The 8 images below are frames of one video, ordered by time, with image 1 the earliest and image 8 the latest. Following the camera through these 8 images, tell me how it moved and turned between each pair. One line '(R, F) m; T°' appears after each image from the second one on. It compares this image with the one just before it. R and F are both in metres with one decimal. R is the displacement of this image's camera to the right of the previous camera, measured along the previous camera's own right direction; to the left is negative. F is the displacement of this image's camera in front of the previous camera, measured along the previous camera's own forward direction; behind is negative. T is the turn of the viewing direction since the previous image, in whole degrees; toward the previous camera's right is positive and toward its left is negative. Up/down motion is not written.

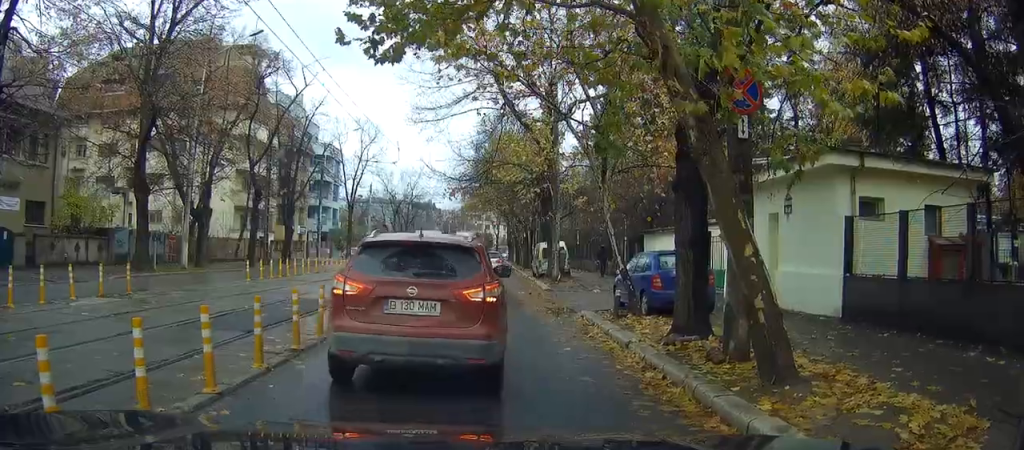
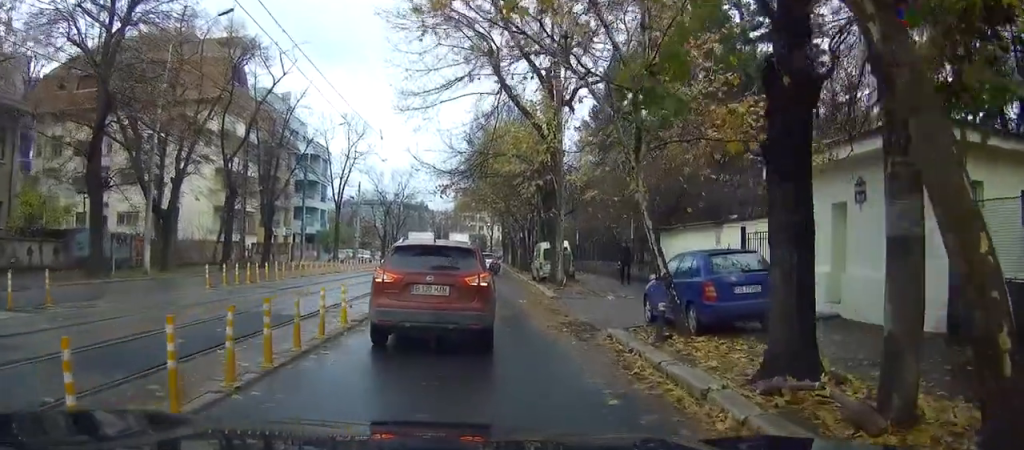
(0.0, +0.7) m; 0°
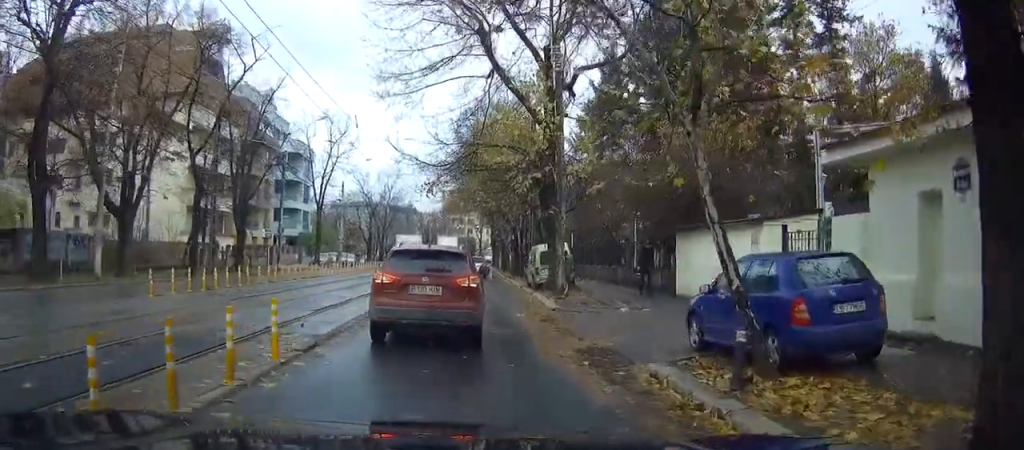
(0.0, +2.4) m; +1°
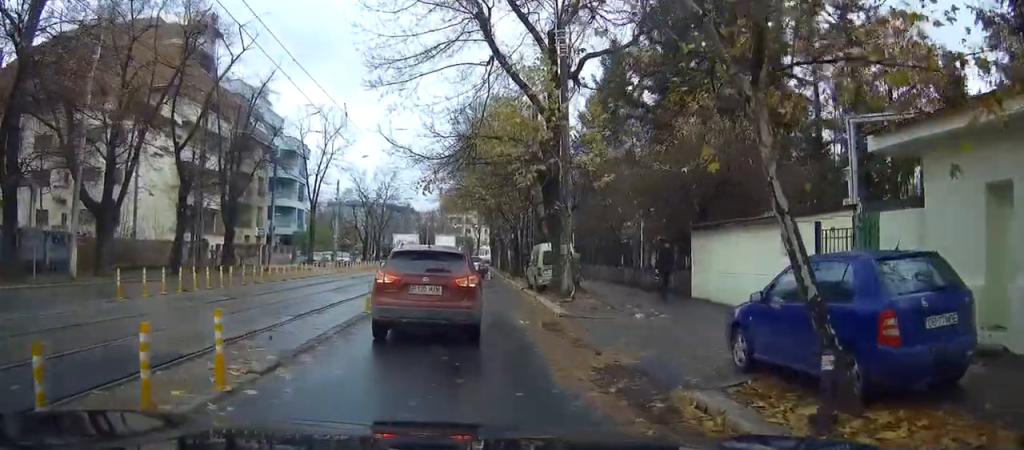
(0.0, +1.6) m; +1°
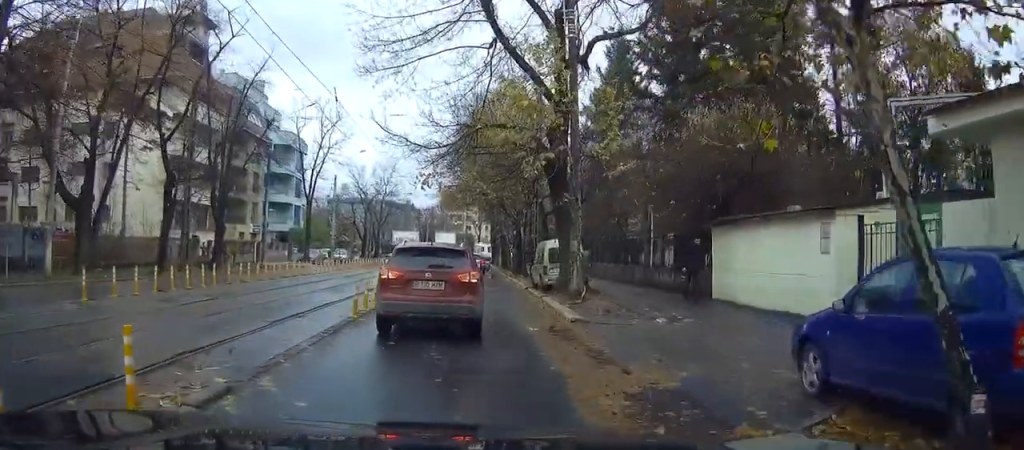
(0.0, +1.9) m; 0°
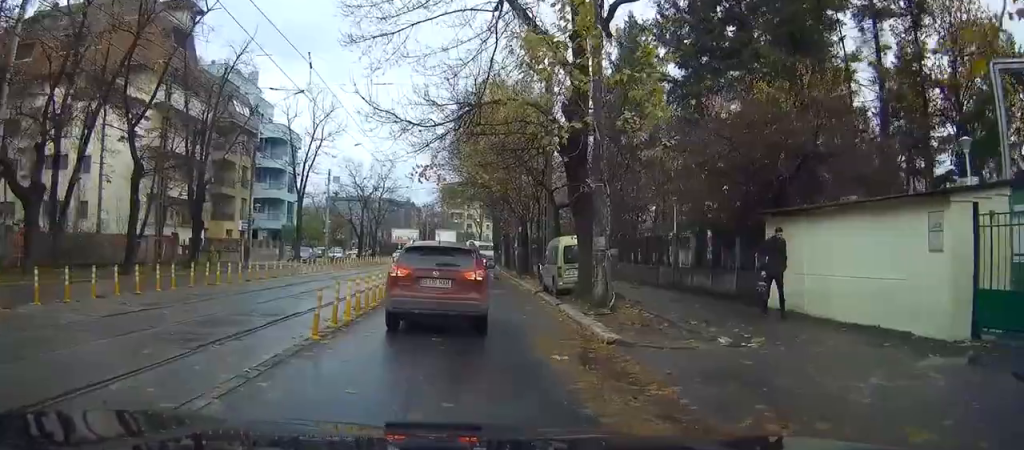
(0.0, +3.8) m; +1°
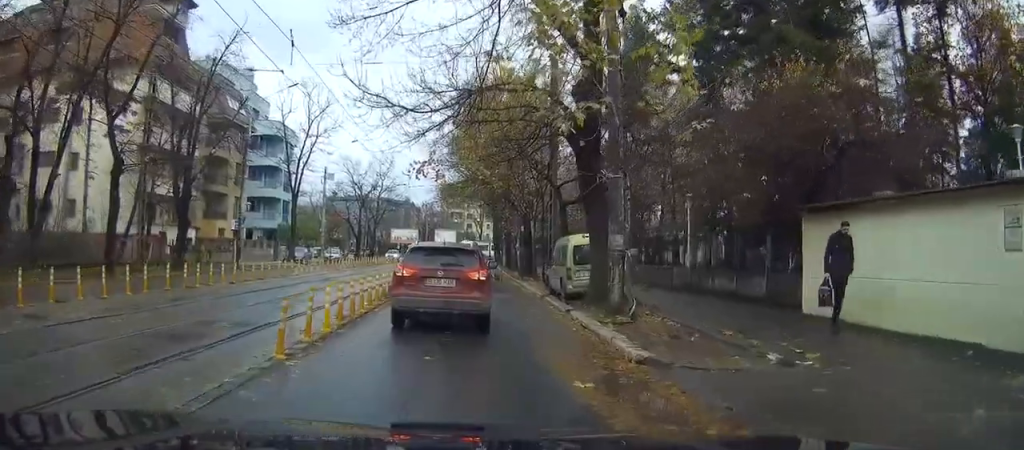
(0.0, +2.0) m; 0°
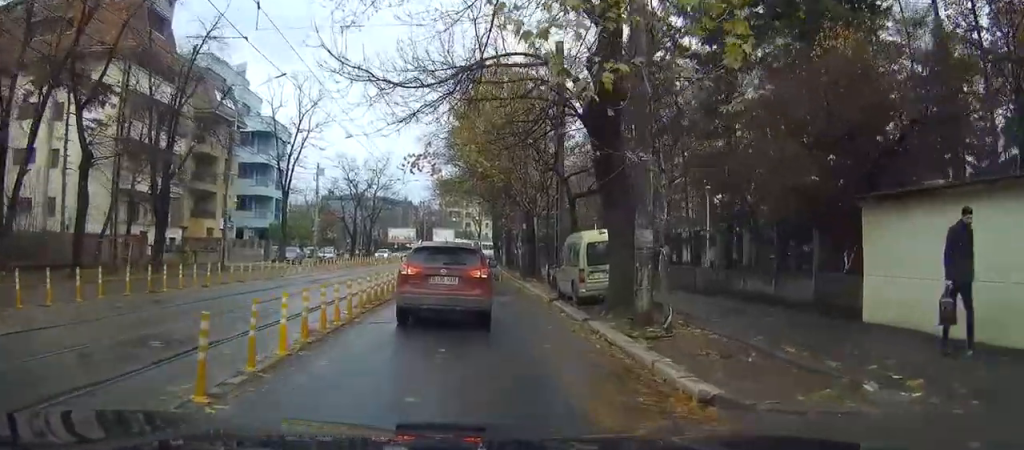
(0.0, +2.7) m; 0°
